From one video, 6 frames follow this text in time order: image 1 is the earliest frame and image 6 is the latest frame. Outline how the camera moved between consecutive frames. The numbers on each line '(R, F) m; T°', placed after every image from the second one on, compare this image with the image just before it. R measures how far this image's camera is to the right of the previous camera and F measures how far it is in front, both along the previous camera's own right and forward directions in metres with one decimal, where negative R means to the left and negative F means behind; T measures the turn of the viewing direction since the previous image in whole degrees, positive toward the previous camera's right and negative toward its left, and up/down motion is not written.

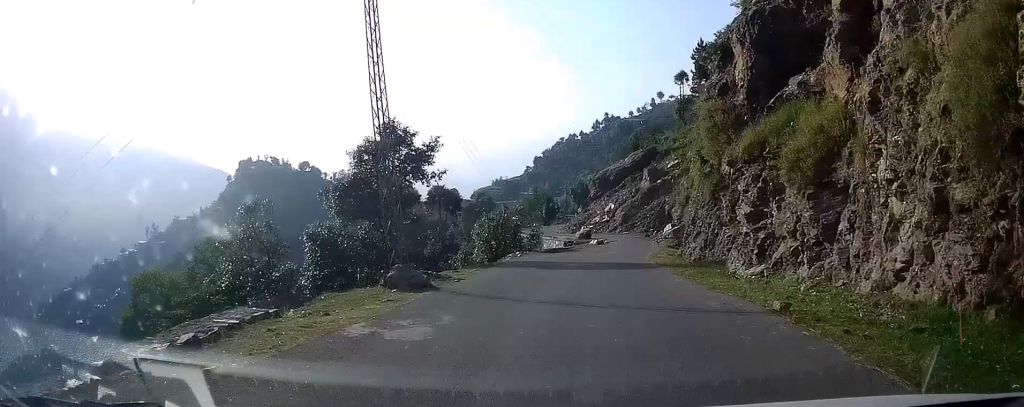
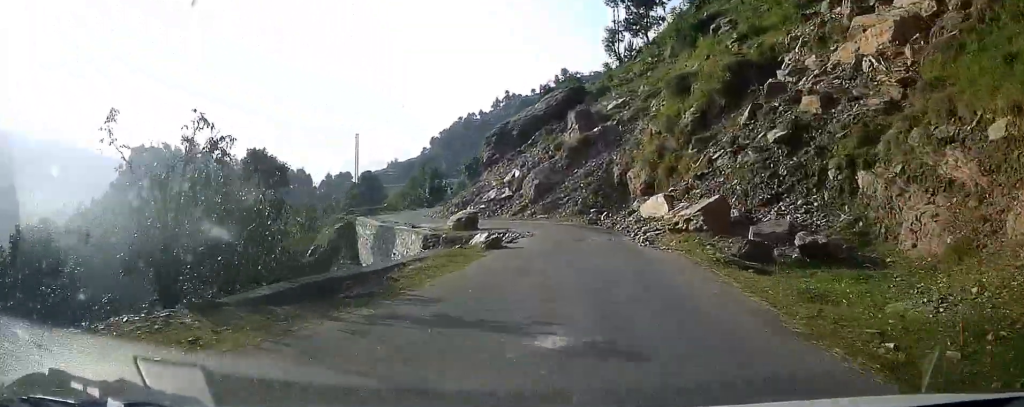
(-1.0, +28.1) m; +2°
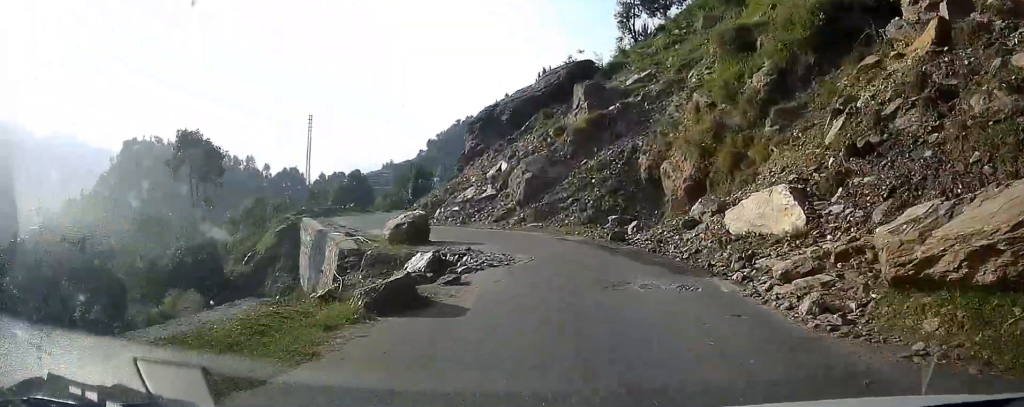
(+0.3, +10.2) m; +4°
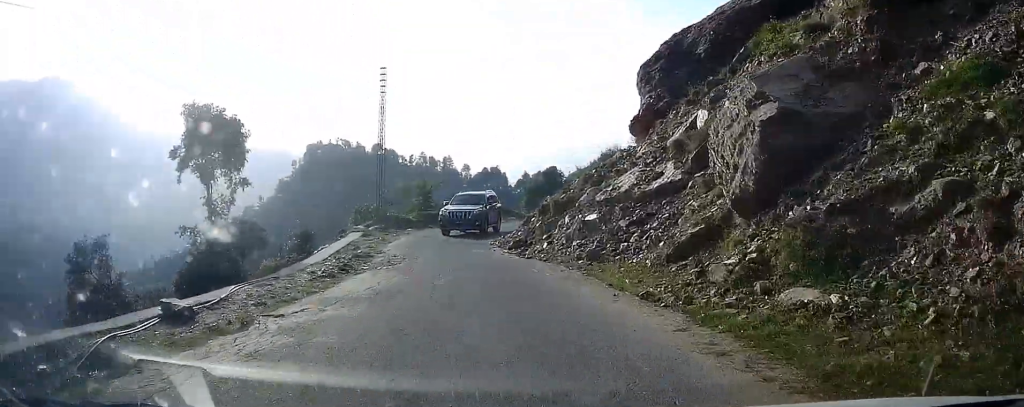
(+1.0, +21.4) m; -5°
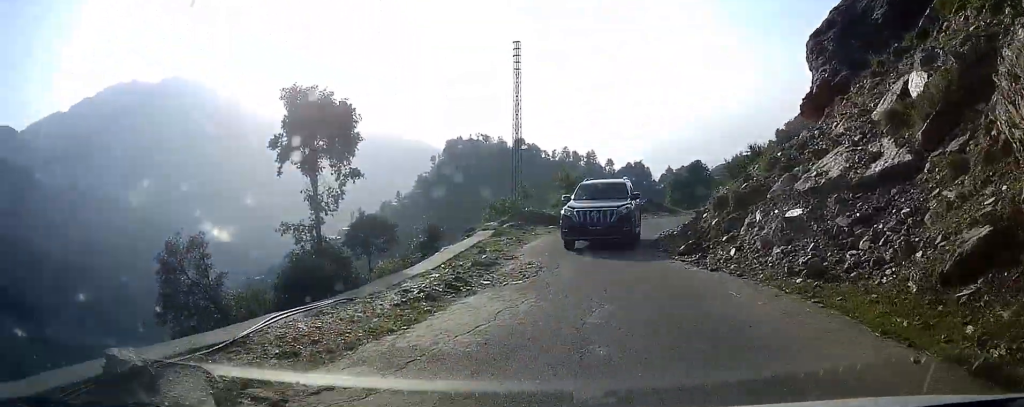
(+0.4, +4.7) m; -7°
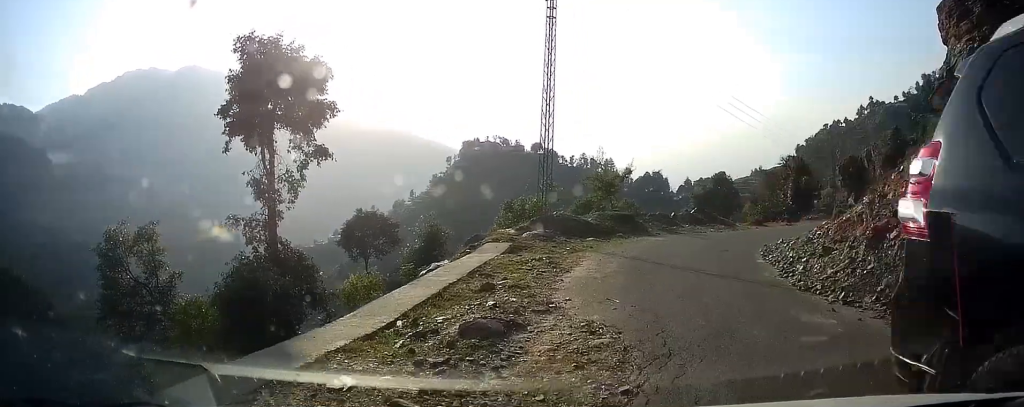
(-2.9, +9.3) m; -19°
